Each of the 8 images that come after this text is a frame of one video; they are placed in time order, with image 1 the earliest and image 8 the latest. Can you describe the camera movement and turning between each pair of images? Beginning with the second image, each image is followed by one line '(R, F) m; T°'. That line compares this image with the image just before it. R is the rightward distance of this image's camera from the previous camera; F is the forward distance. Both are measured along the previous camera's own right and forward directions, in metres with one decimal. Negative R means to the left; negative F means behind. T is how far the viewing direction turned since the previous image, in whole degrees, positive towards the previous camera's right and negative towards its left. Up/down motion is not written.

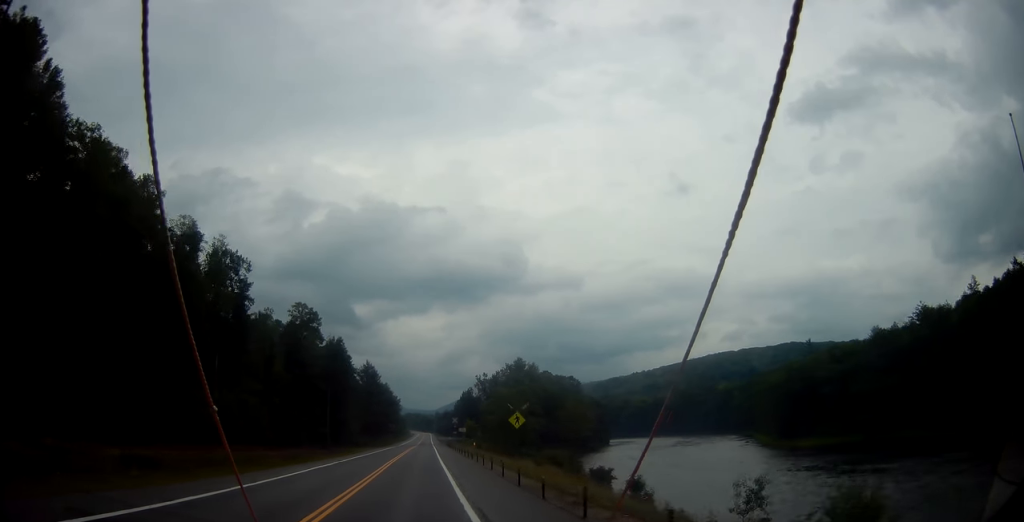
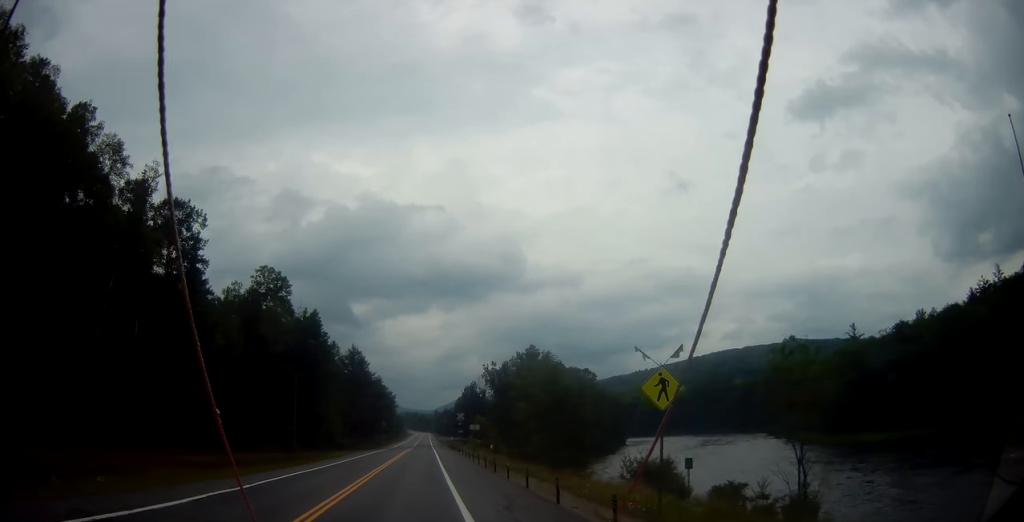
(+0.5, +22.3) m; +1°
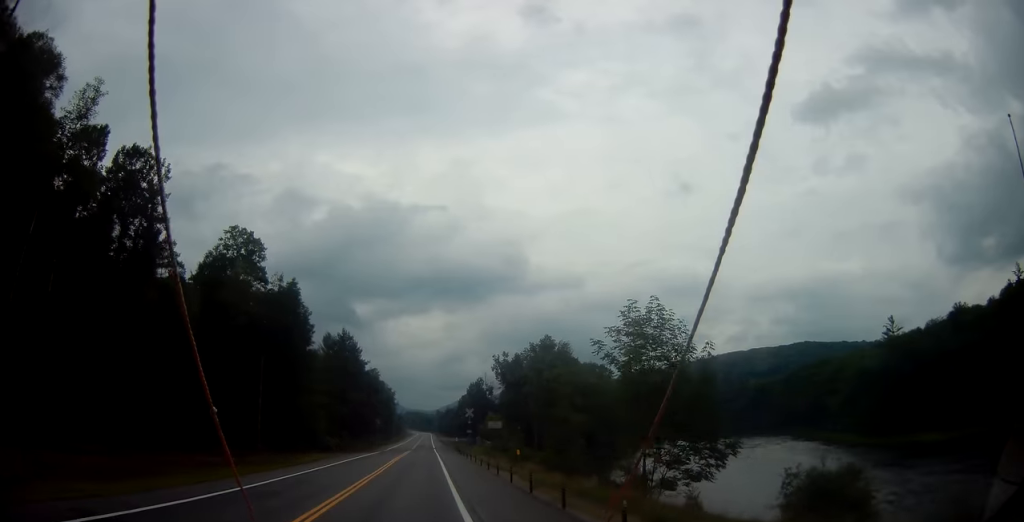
(-0.2, +15.3) m; 0°
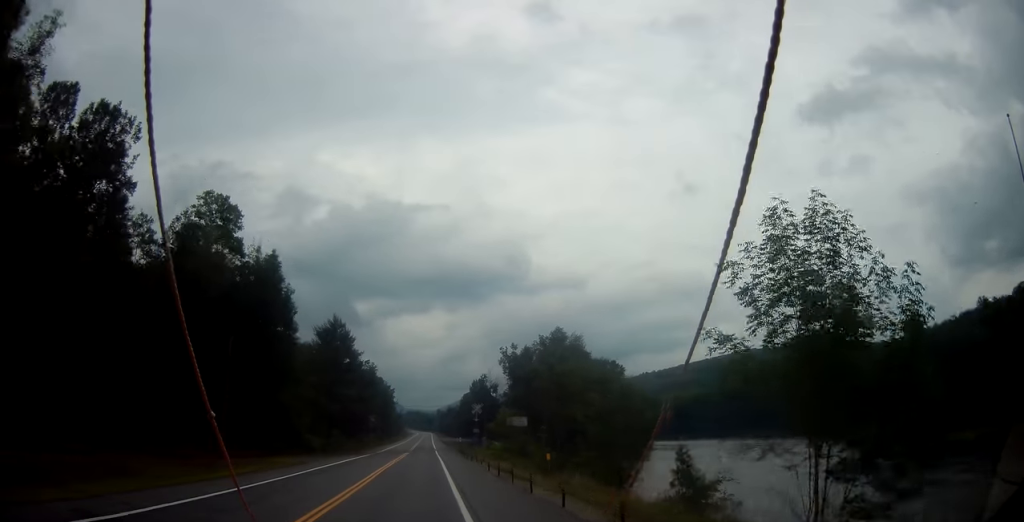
(-0.1, +9.9) m; 0°
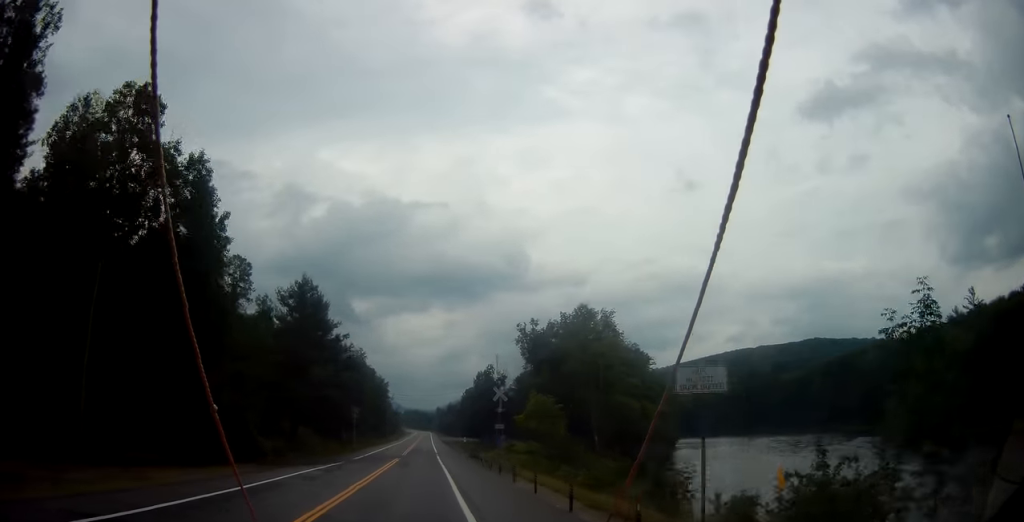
(+0.1, +20.5) m; 0°
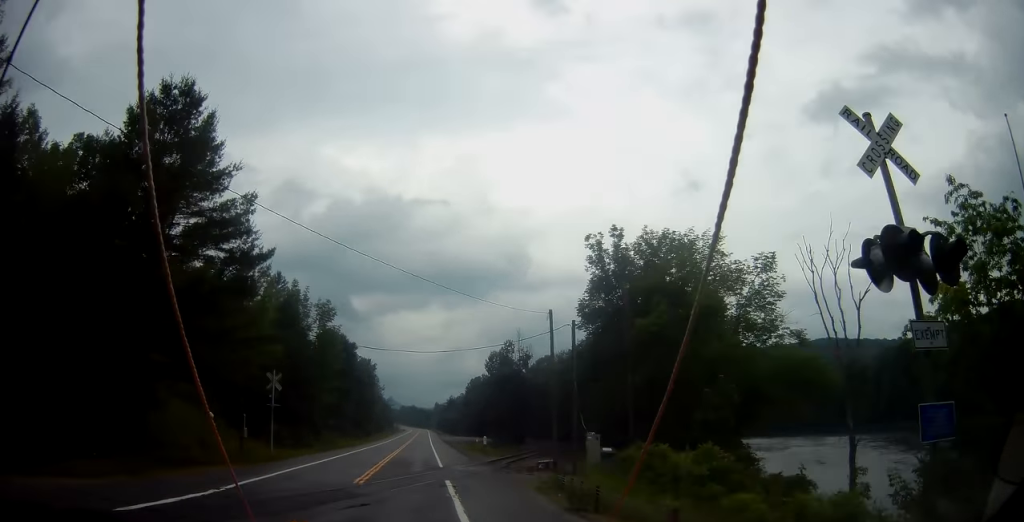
(-0.2, +35.9) m; 0°
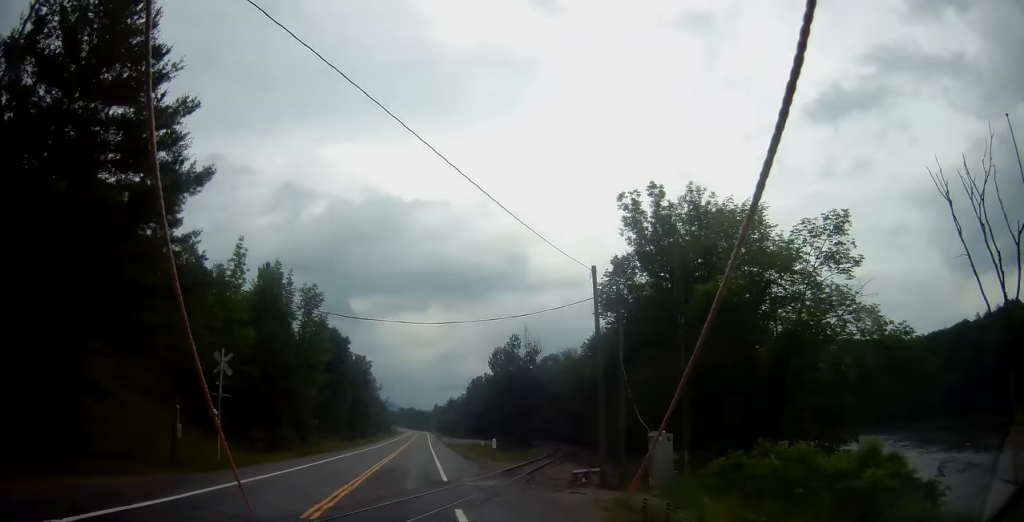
(0.0, +8.7) m; 0°
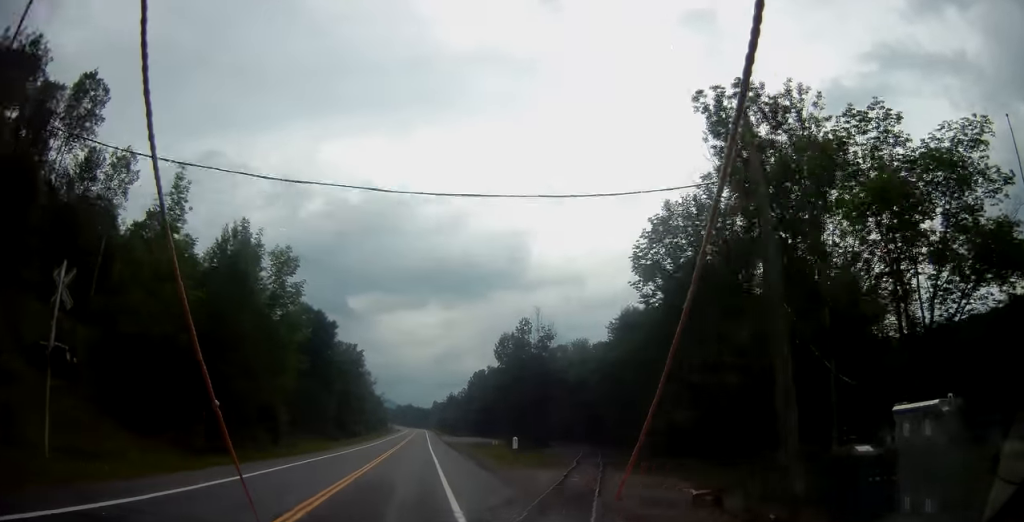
(+0.3, +12.5) m; 0°
